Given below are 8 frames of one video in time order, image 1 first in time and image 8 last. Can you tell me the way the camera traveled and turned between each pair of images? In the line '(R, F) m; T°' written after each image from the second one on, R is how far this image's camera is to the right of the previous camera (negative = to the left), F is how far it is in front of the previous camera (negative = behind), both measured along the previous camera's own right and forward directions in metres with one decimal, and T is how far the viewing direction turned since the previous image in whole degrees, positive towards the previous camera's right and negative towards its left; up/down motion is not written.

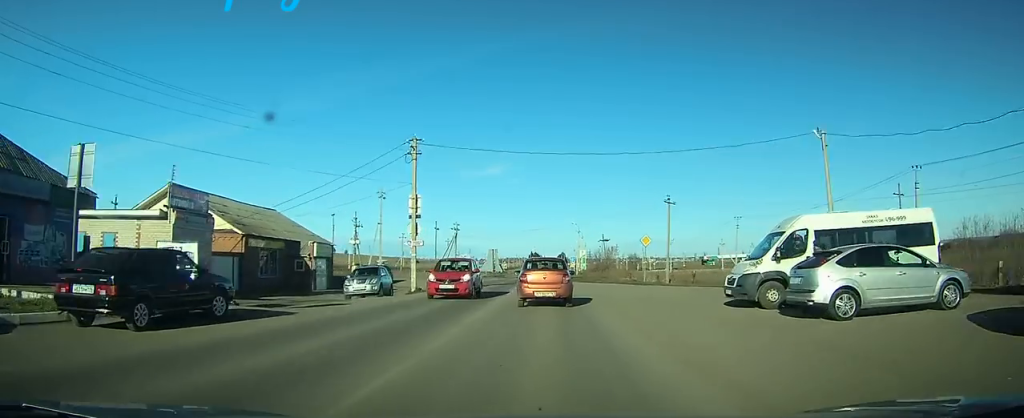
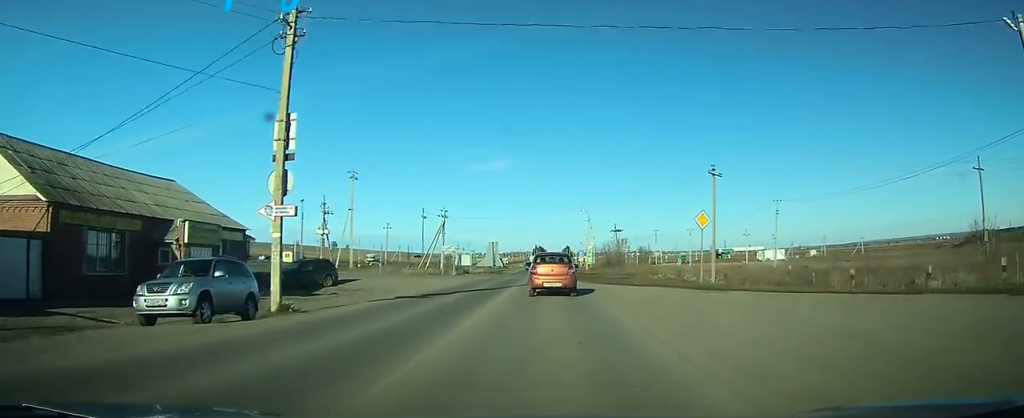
(+0.2, +10.7) m; +1°
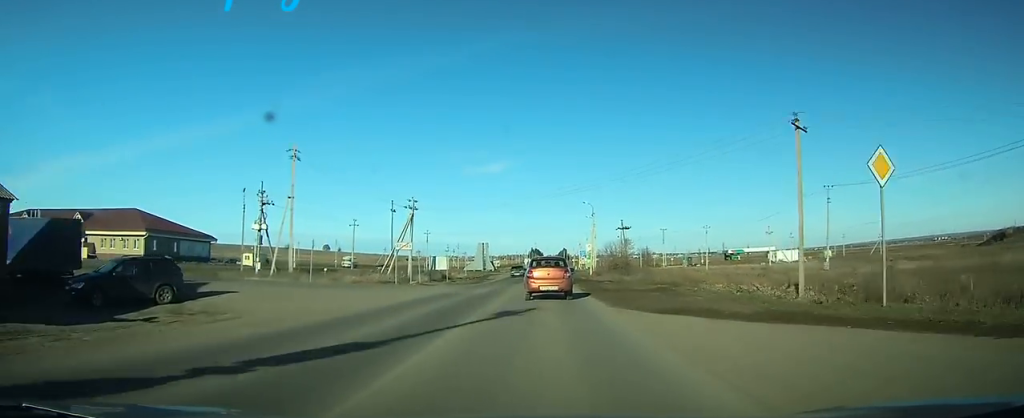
(0.0, +13.0) m; 0°
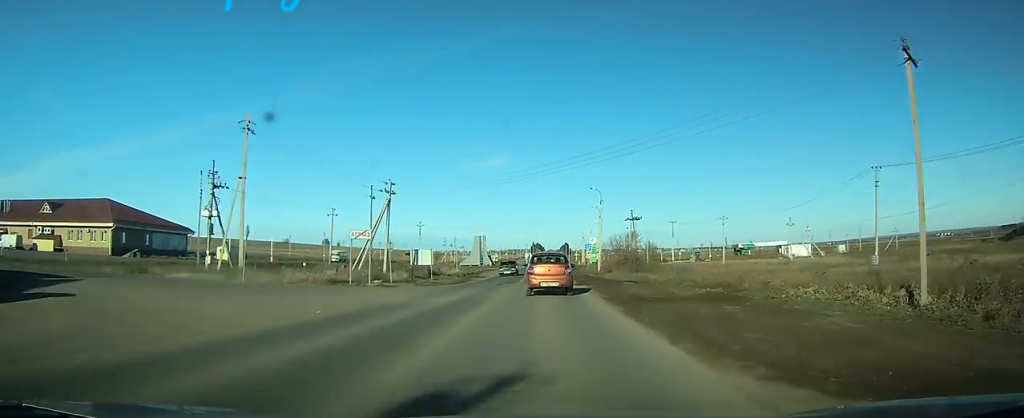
(0.0, +8.8) m; 0°
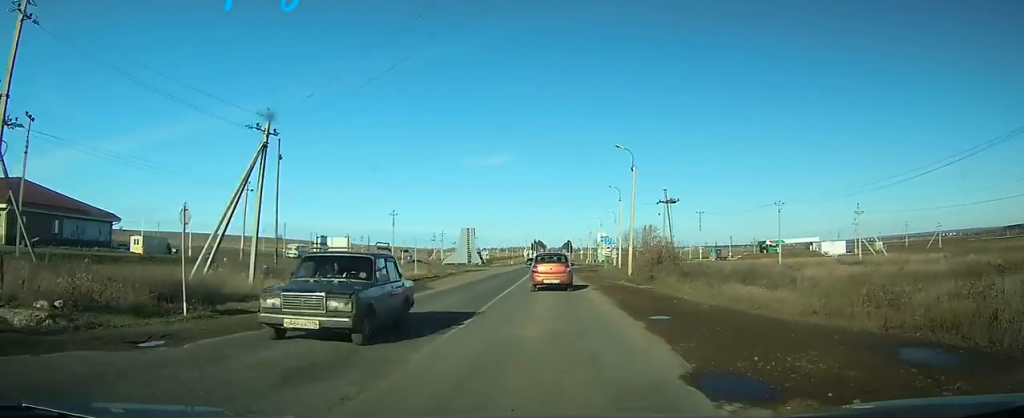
(0.0, +23.8) m; 0°
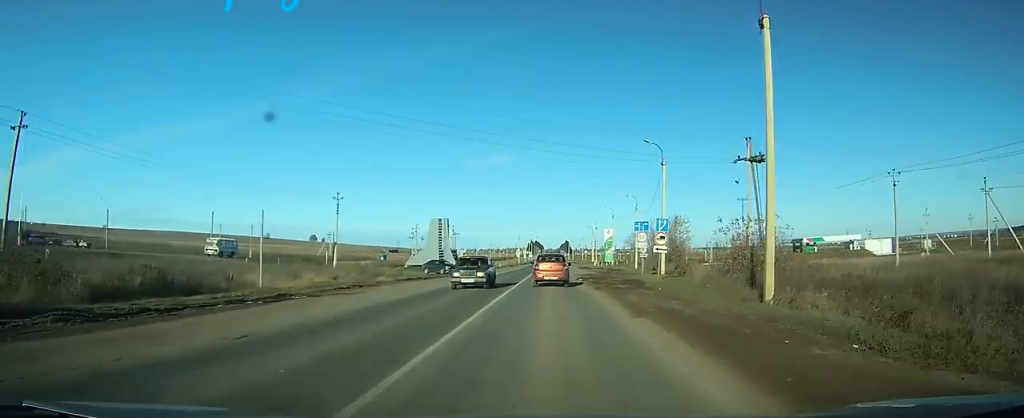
(-0.2, +27.7) m; 0°
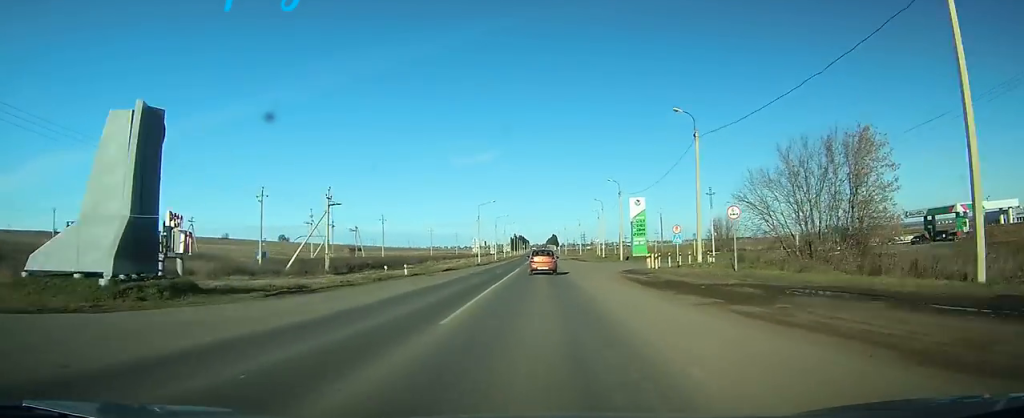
(+0.6, +64.6) m; +1°
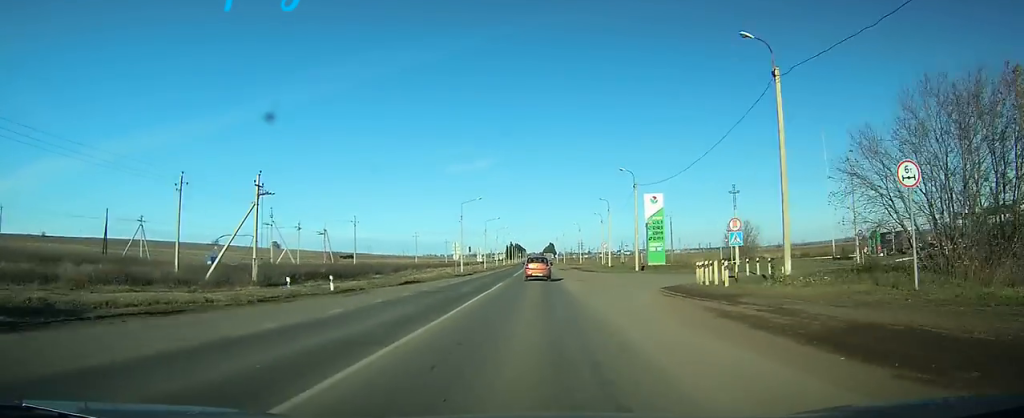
(0.0, +14.6) m; 0°
